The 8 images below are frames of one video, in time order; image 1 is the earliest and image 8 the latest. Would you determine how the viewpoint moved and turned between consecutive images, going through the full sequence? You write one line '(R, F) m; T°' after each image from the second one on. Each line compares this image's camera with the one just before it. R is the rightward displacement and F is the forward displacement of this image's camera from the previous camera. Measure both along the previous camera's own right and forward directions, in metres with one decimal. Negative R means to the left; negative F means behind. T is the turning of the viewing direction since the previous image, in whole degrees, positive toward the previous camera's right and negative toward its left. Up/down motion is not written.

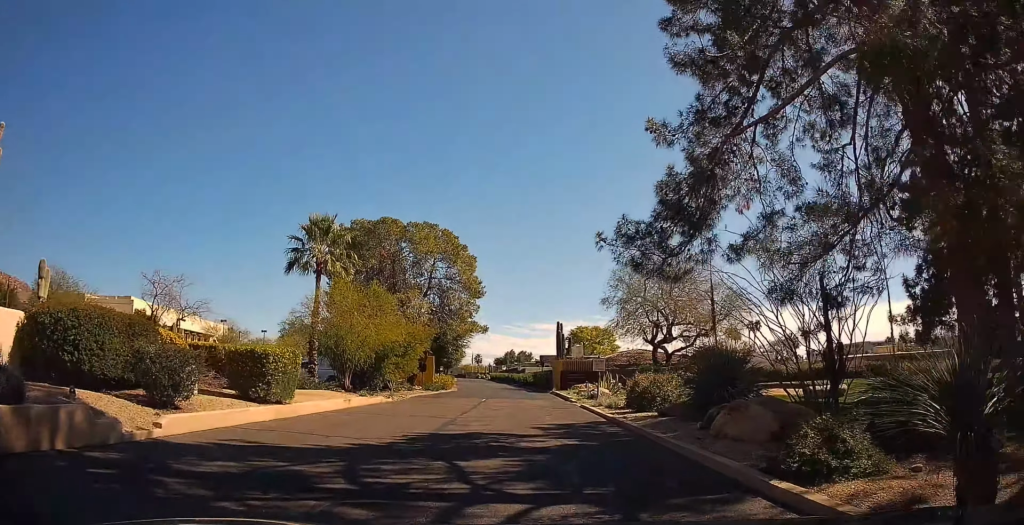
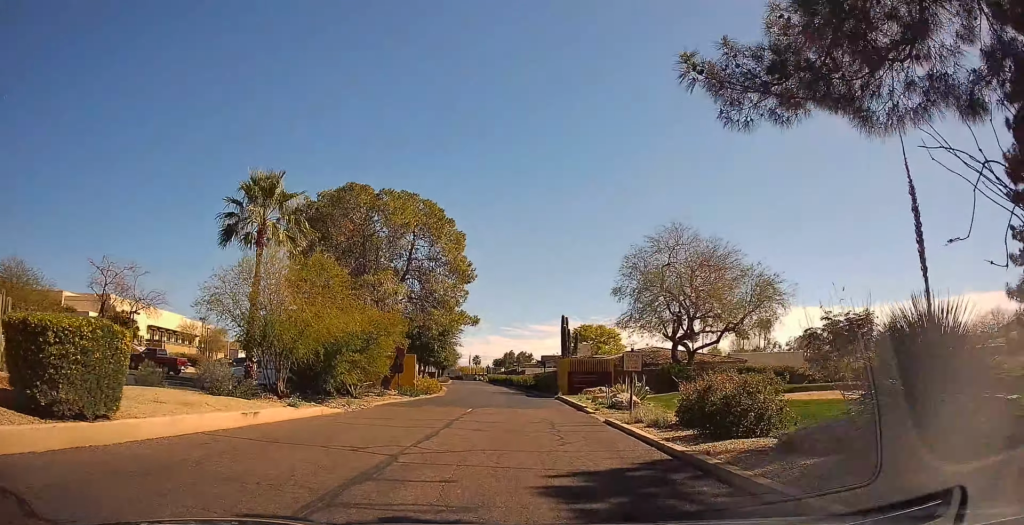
(+0.4, +8.0) m; +4°
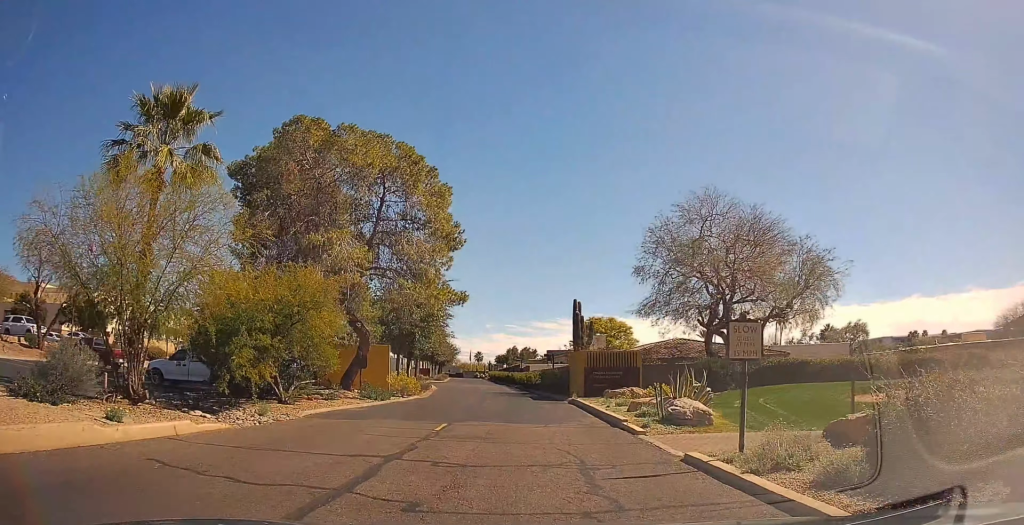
(0.0, +8.8) m; -5°
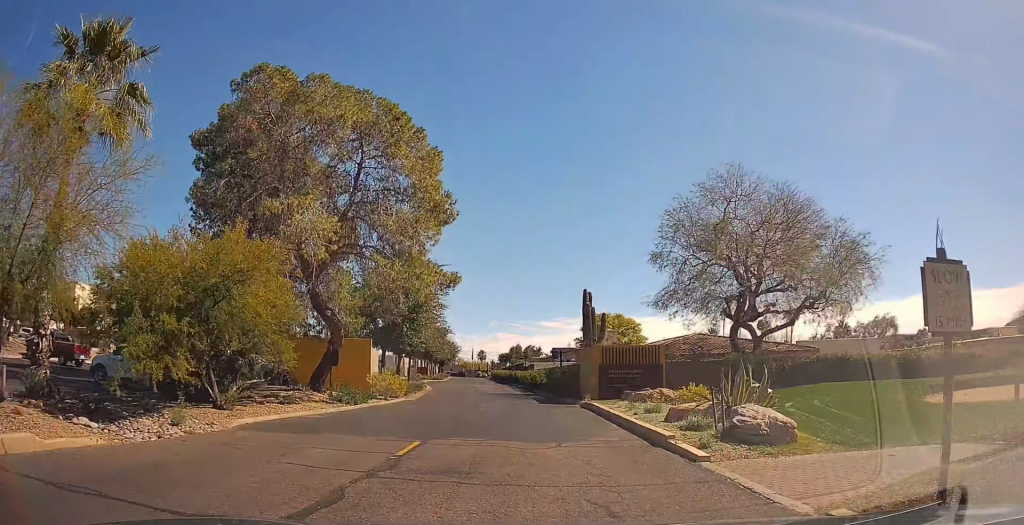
(-0.3, +4.6) m; -2°
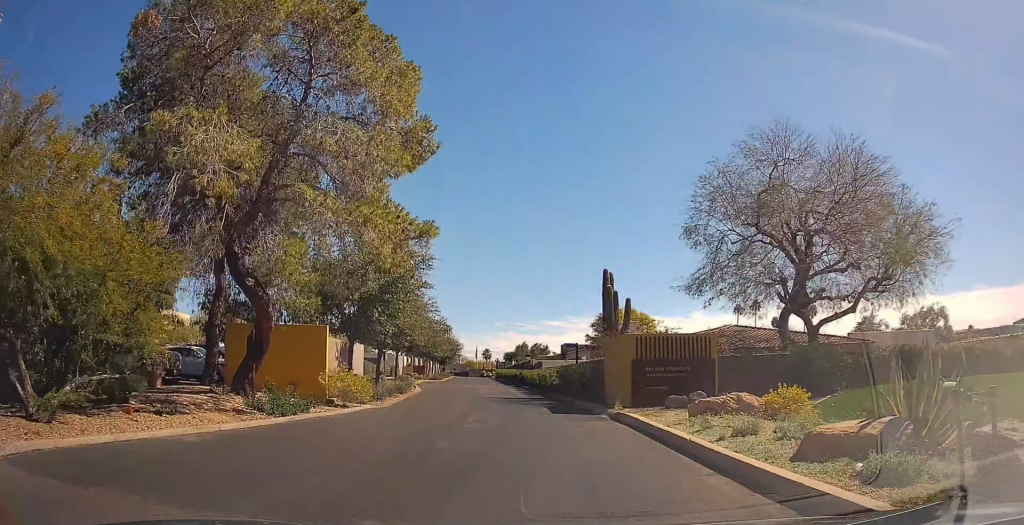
(-0.1, +7.0) m; 0°
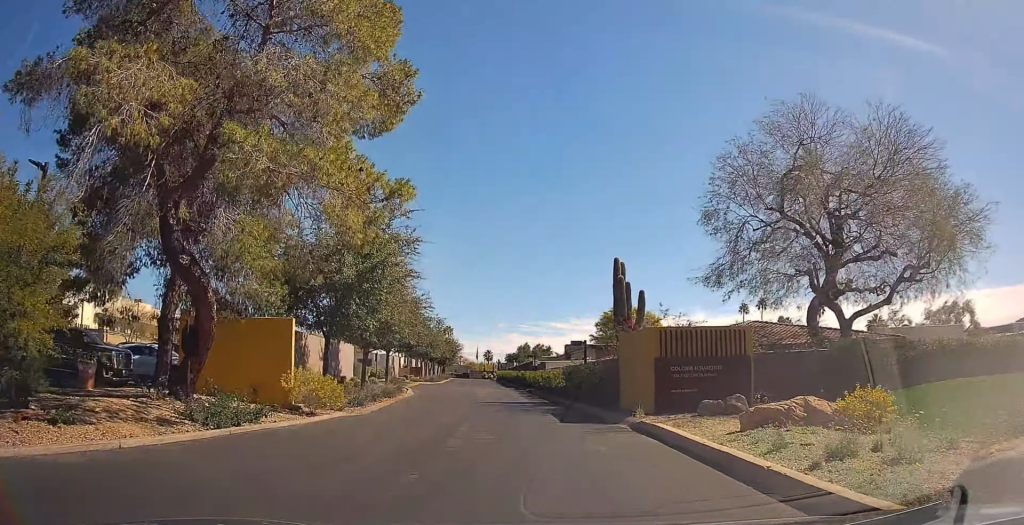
(+0.2, +3.4) m; 0°
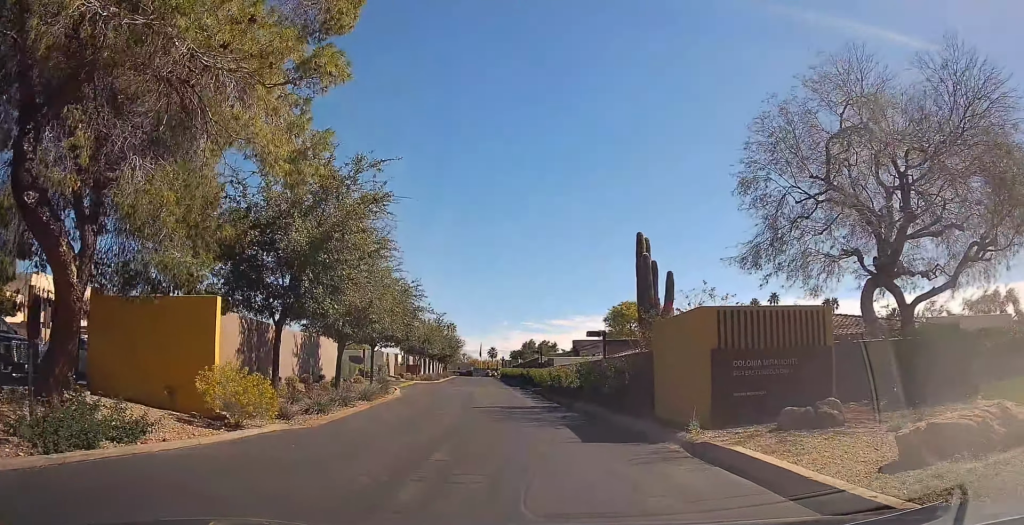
(-0.2, +4.9) m; -2°
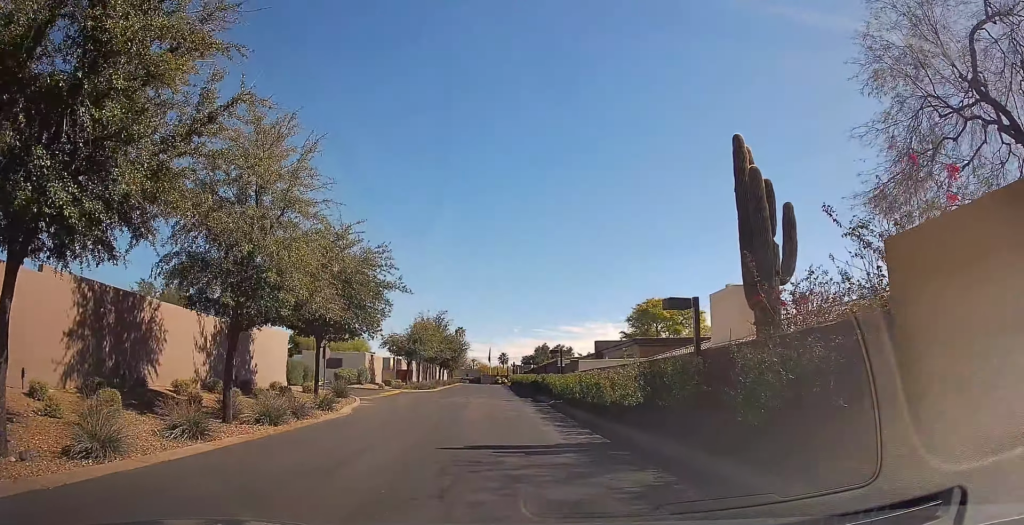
(-0.4, +10.5) m; -2°
